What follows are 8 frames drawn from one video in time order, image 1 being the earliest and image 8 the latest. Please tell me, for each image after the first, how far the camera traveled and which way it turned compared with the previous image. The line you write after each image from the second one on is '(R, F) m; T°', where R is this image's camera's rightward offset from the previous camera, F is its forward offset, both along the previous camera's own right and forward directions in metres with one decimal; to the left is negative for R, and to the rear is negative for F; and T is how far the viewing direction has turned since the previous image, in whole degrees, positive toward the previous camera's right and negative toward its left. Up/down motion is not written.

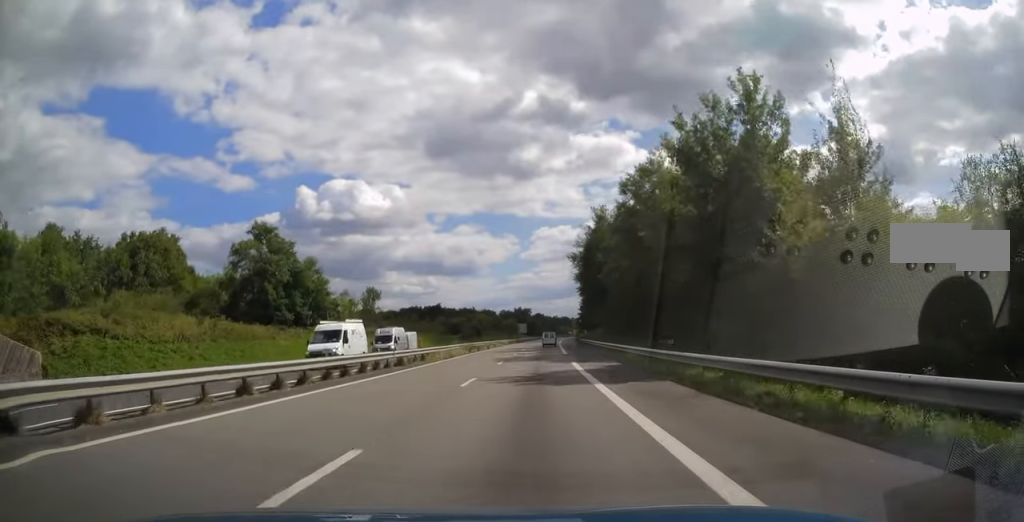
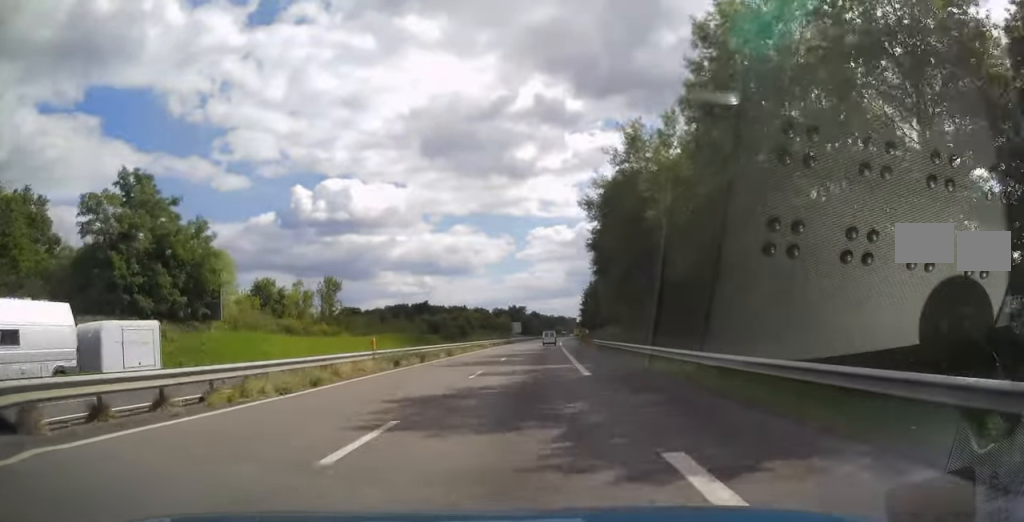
(0.0, +23.6) m; 0°
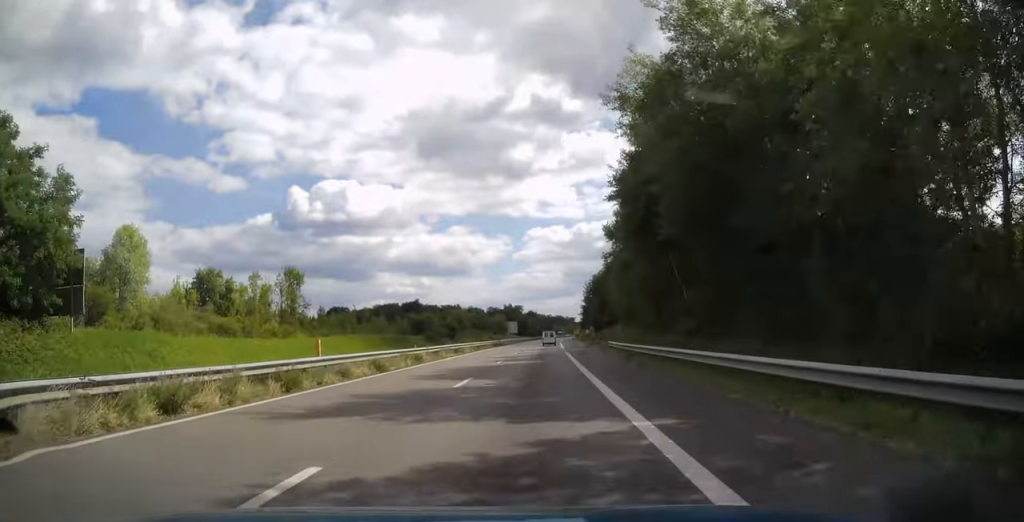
(+0.1, +16.2) m; 0°
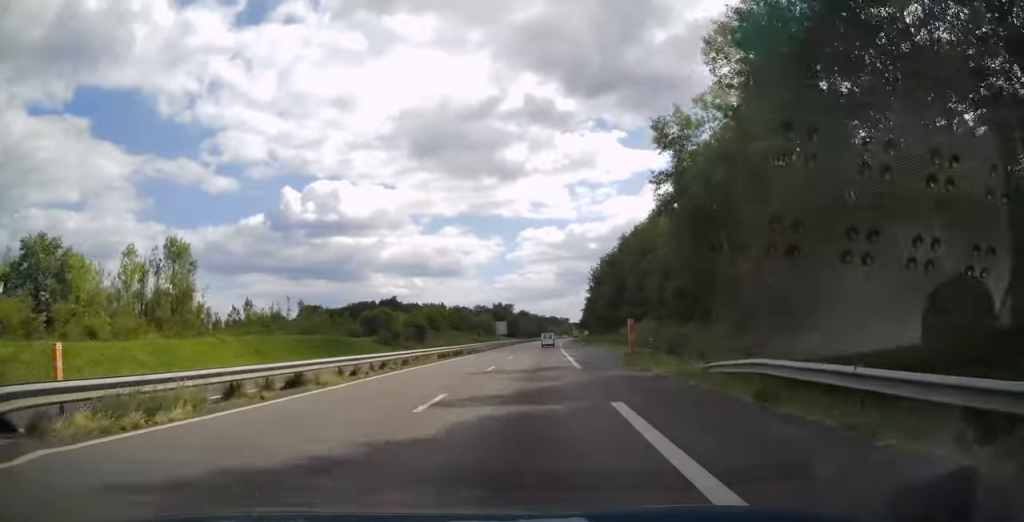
(+0.2, +30.4) m; +1°
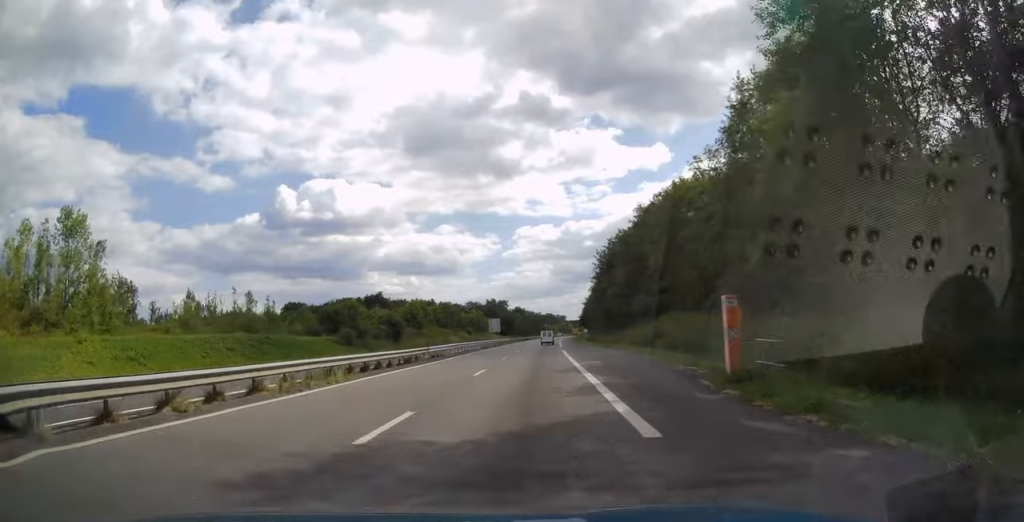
(+0.1, +16.7) m; 0°
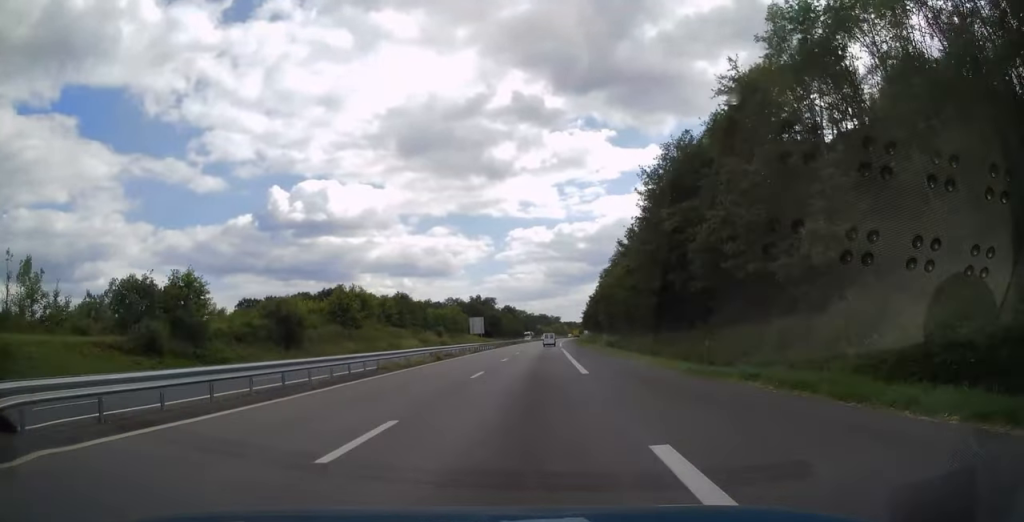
(+0.2, +39.8) m; +1°
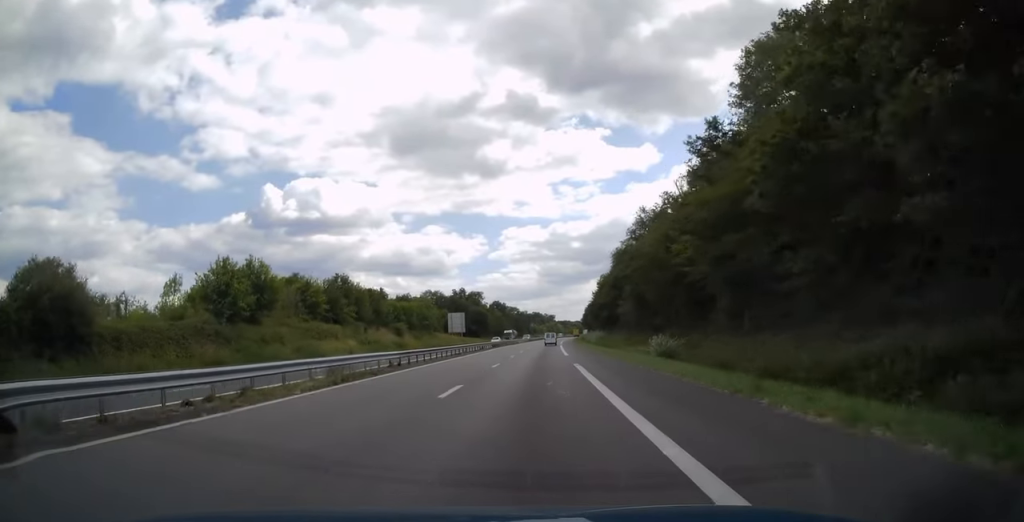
(+0.2, +31.8) m; +1°
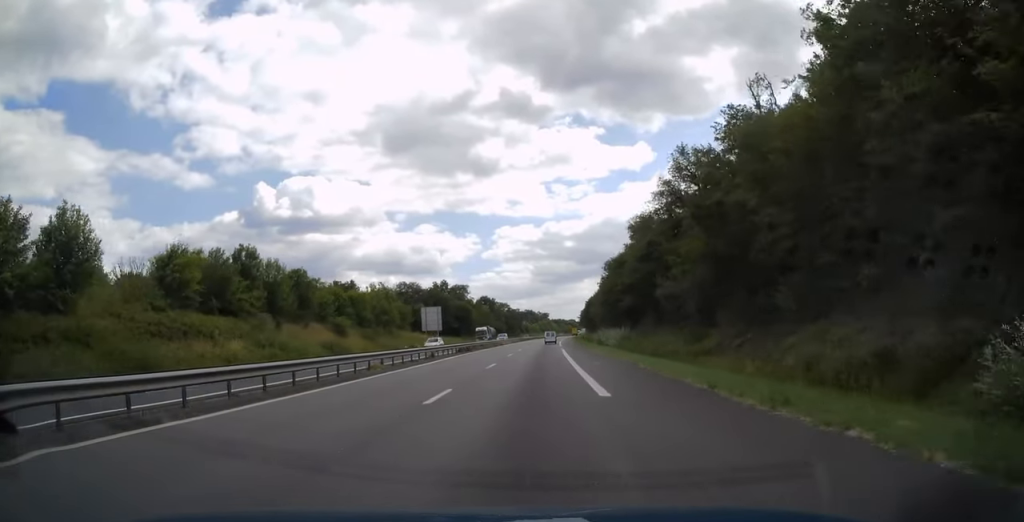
(+0.1, +27.0) m; 0°
